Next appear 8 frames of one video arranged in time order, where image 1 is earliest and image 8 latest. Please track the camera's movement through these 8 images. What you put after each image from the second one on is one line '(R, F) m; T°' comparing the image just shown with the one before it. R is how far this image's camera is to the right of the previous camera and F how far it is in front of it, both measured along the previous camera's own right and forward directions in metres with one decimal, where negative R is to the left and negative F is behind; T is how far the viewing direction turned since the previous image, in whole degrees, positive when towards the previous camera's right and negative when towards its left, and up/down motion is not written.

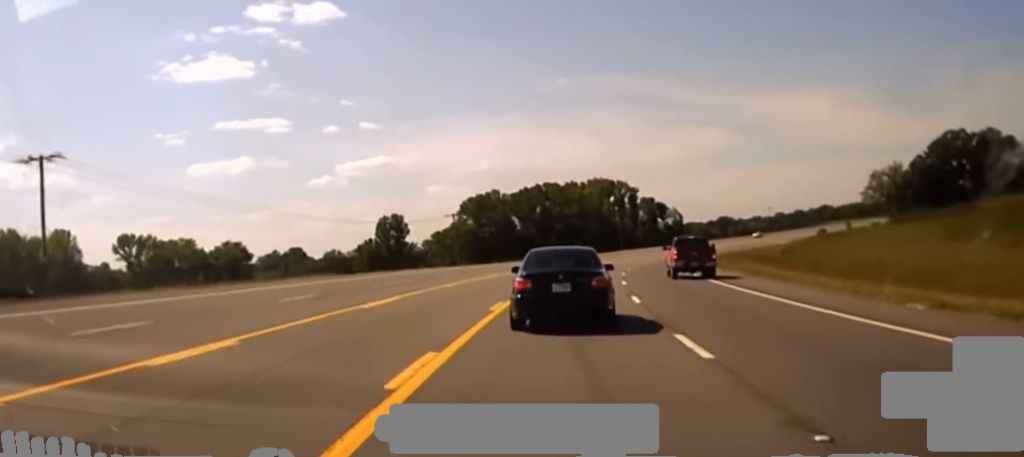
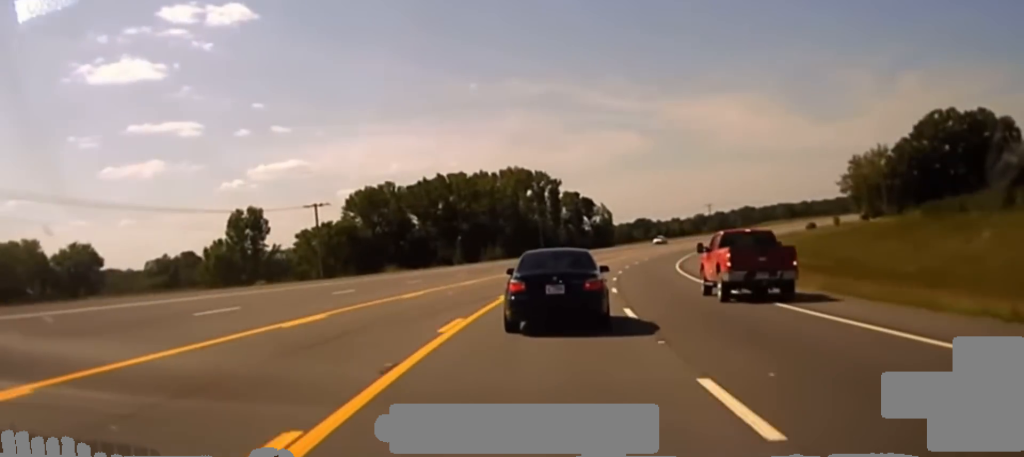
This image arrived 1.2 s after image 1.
(+2.5, +38.6) m; +6°
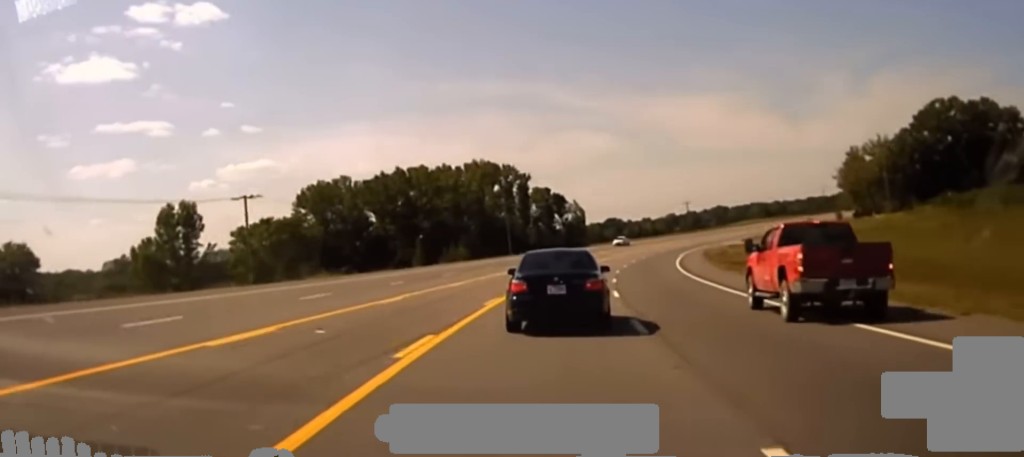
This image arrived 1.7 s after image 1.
(+0.3, +16.0) m; +2°
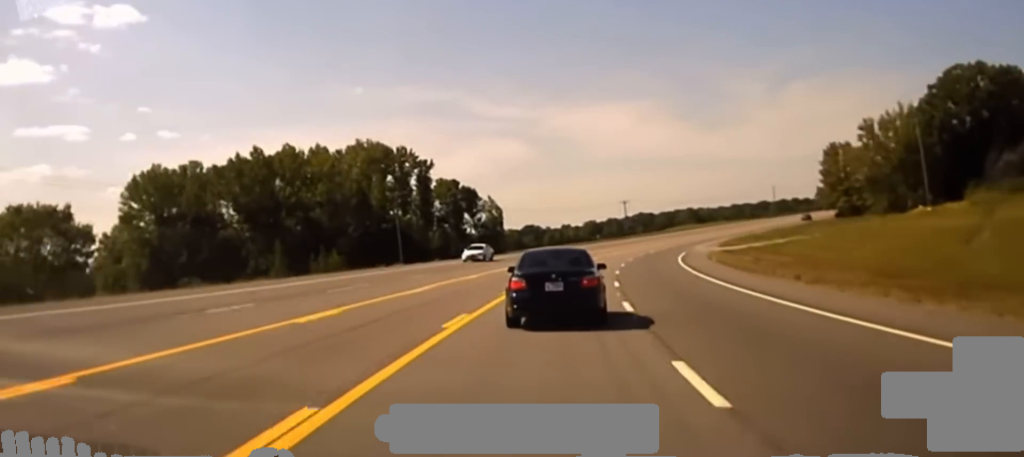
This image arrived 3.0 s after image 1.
(+1.6, +49.3) m; +4°
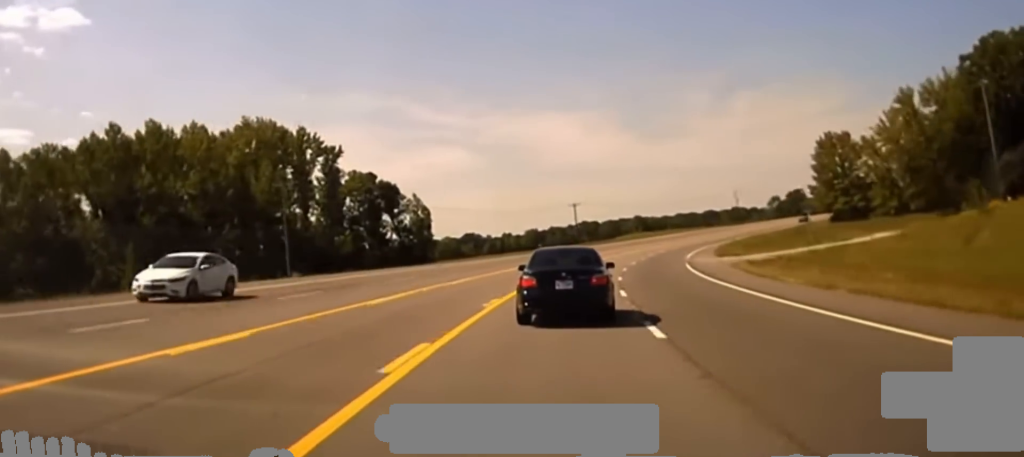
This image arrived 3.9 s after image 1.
(+0.9, +32.7) m; +5°
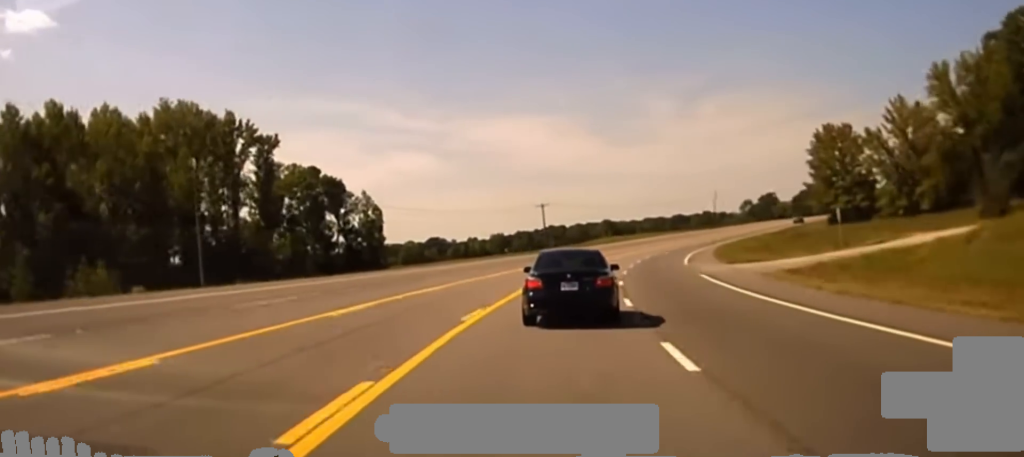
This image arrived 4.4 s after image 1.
(+0.8, +16.3) m; +3°
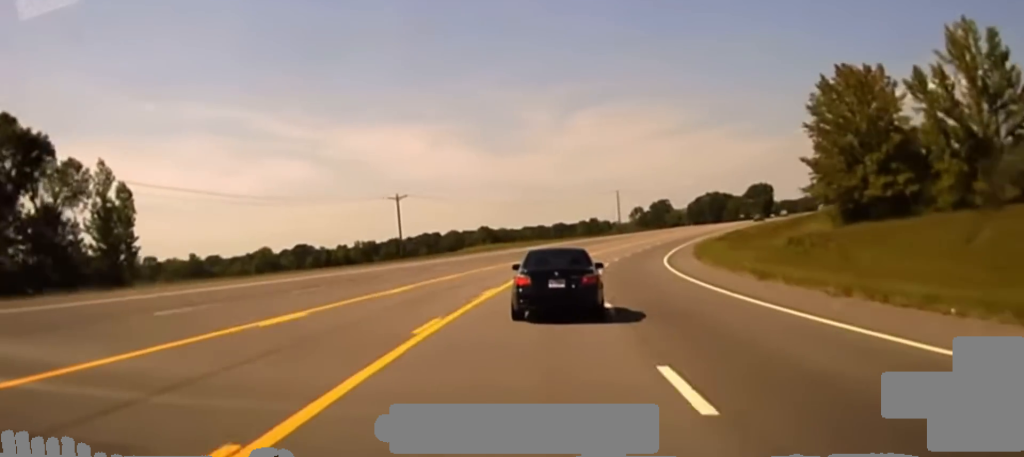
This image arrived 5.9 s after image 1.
(+3.6, +50.9) m; +8°
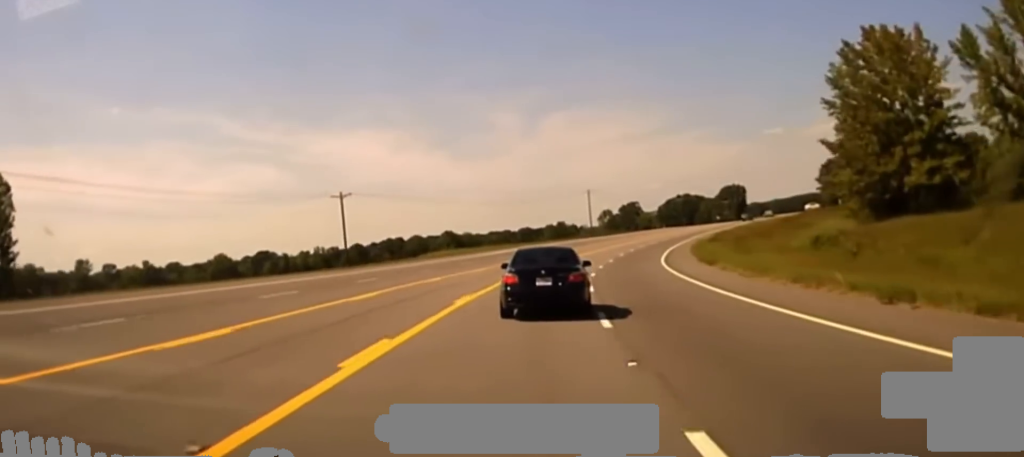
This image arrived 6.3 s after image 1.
(+0.4, +15.0) m; +2°
